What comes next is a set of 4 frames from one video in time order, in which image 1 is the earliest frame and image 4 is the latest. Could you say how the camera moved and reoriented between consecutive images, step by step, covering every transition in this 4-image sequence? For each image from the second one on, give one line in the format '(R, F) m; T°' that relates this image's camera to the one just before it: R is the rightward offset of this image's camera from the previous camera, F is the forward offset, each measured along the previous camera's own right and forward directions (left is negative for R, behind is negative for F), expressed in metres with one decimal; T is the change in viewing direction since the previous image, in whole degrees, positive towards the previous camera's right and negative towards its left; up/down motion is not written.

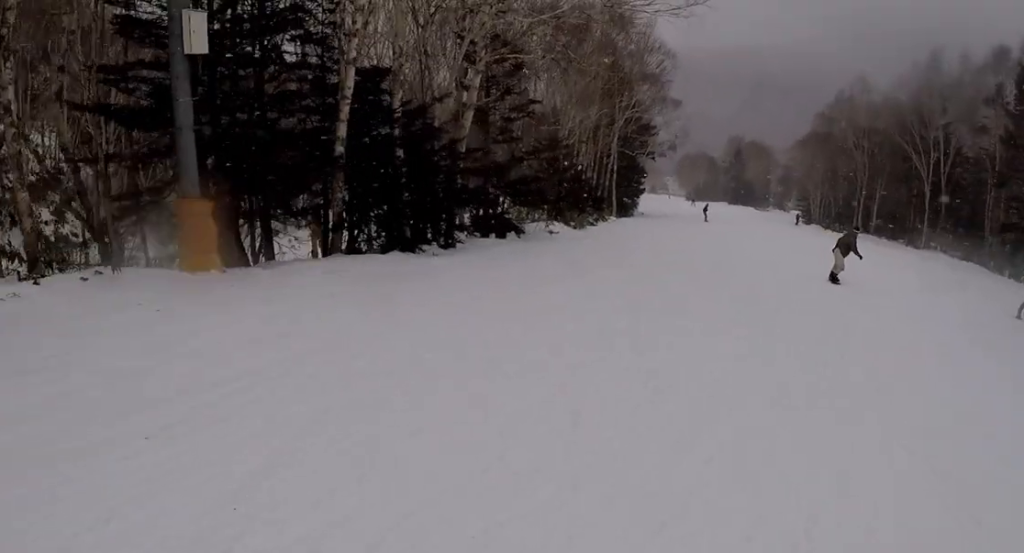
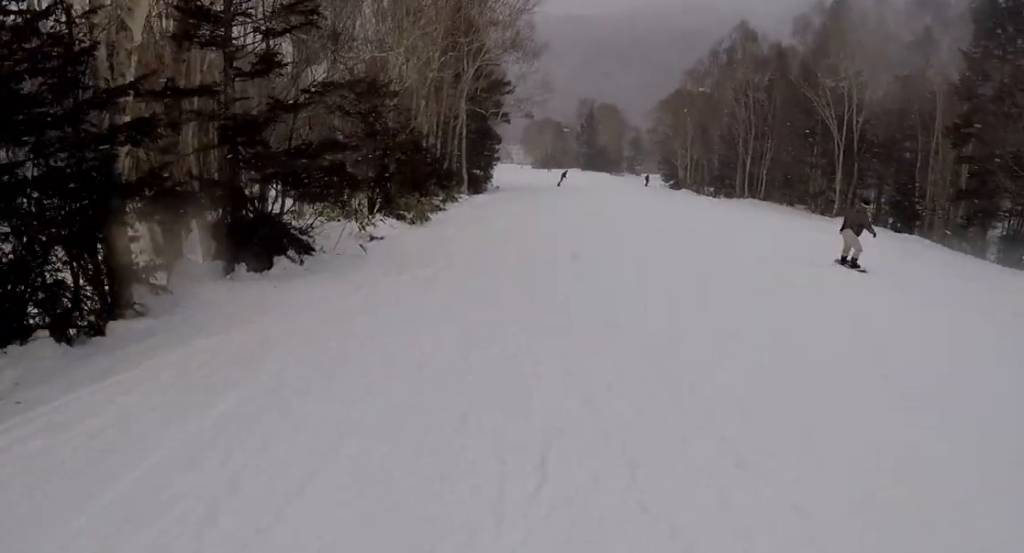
(+0.8, +11.7) m; +10°
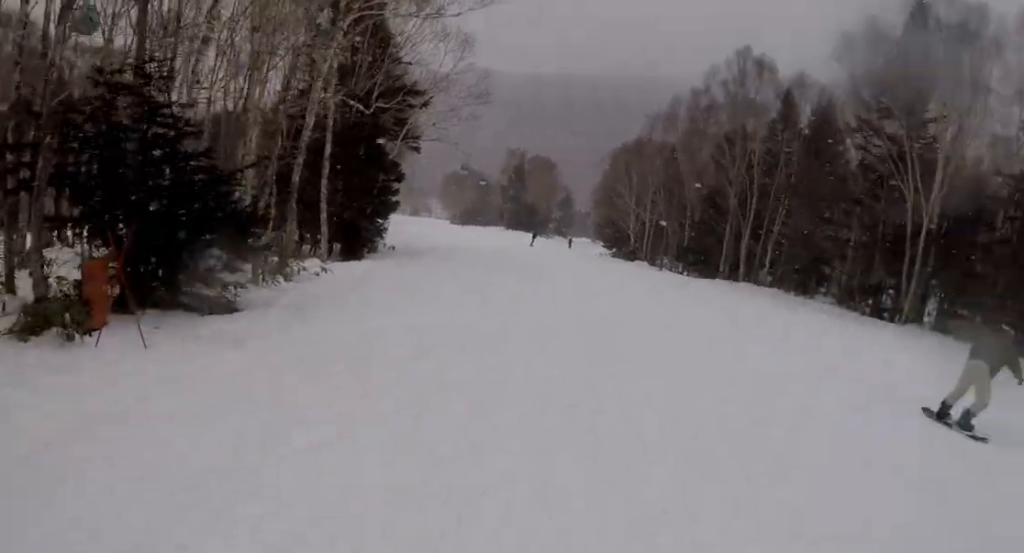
(+1.3, +18.8) m; +1°
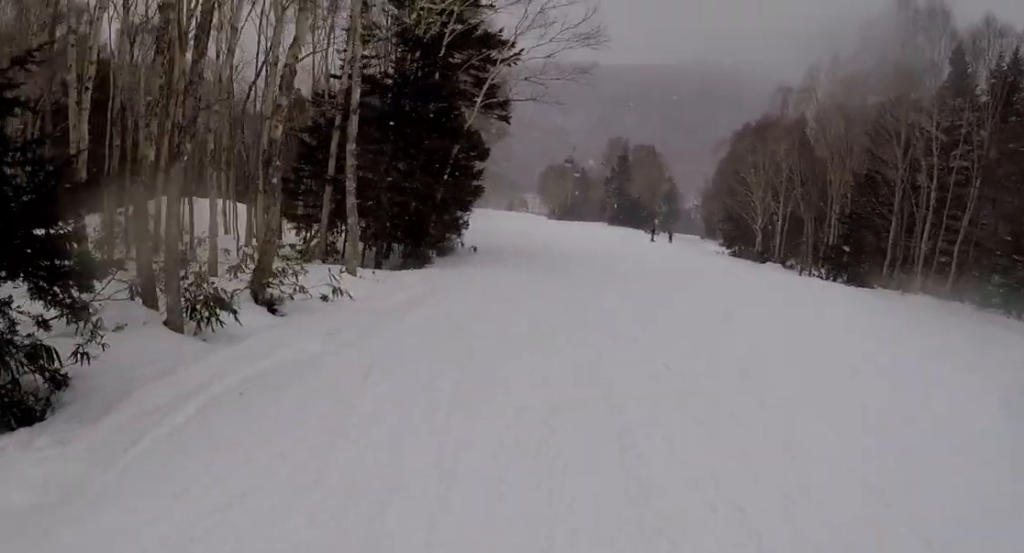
(-0.6, +8.9) m; -2°
